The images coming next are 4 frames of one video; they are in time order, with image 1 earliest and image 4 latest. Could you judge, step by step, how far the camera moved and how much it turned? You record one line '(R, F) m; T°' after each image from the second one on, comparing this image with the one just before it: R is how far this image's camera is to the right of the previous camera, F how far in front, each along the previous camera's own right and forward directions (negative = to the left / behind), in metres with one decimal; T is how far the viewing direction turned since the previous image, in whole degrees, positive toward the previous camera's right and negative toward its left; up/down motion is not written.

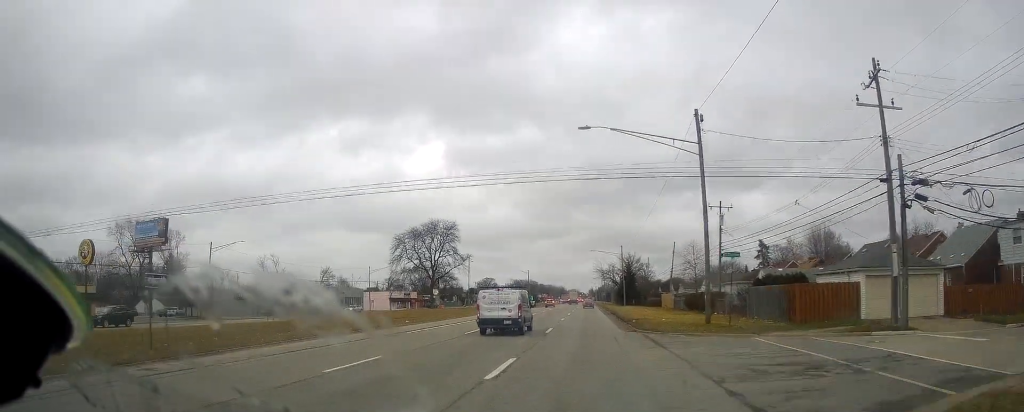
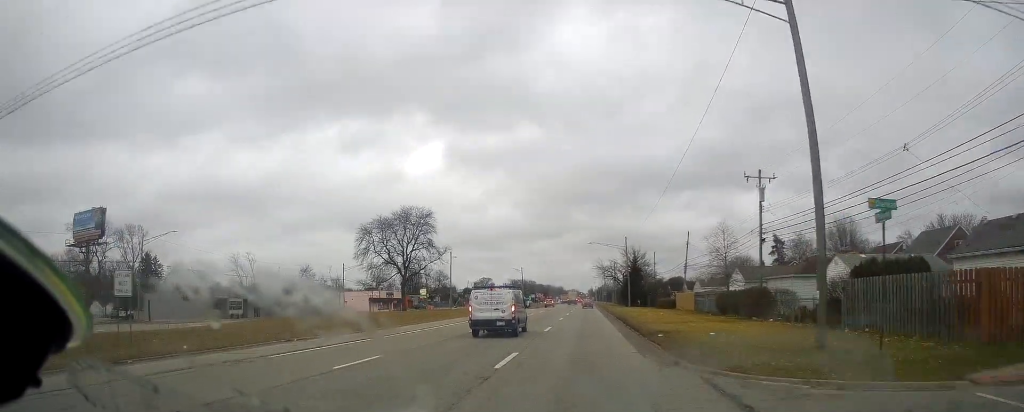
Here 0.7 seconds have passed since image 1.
(+0.3, +14.6) m; -1°
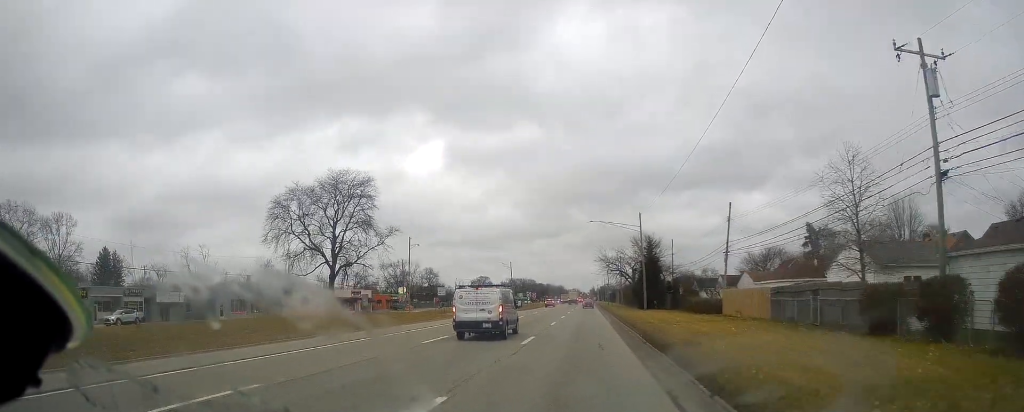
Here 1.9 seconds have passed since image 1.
(-0.7, +24.2) m; 0°
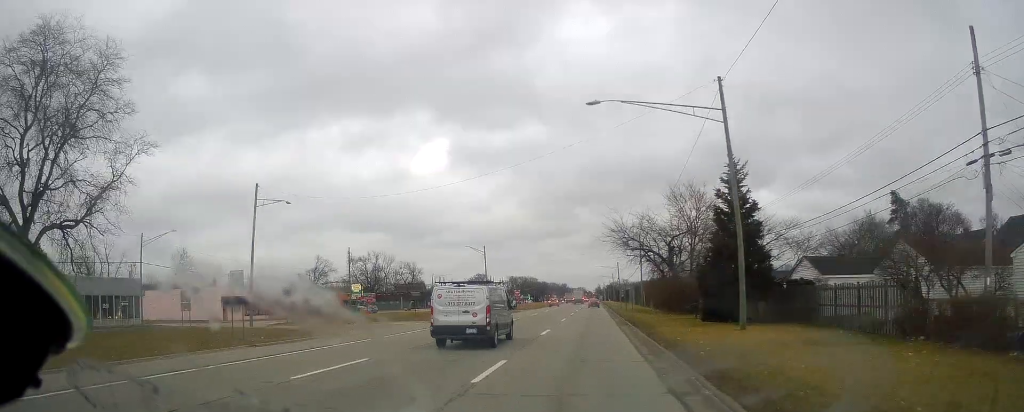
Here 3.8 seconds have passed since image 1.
(+0.1, +39.5) m; -1°
